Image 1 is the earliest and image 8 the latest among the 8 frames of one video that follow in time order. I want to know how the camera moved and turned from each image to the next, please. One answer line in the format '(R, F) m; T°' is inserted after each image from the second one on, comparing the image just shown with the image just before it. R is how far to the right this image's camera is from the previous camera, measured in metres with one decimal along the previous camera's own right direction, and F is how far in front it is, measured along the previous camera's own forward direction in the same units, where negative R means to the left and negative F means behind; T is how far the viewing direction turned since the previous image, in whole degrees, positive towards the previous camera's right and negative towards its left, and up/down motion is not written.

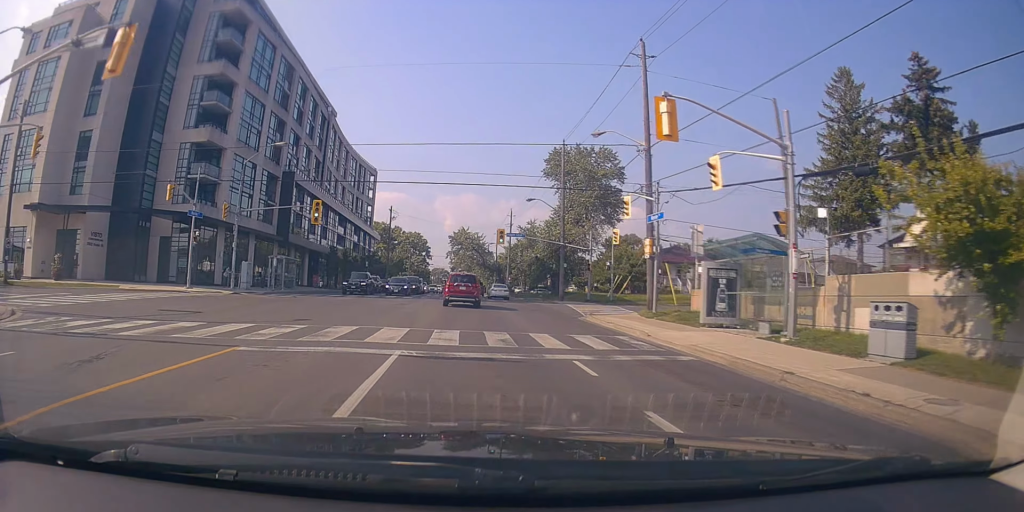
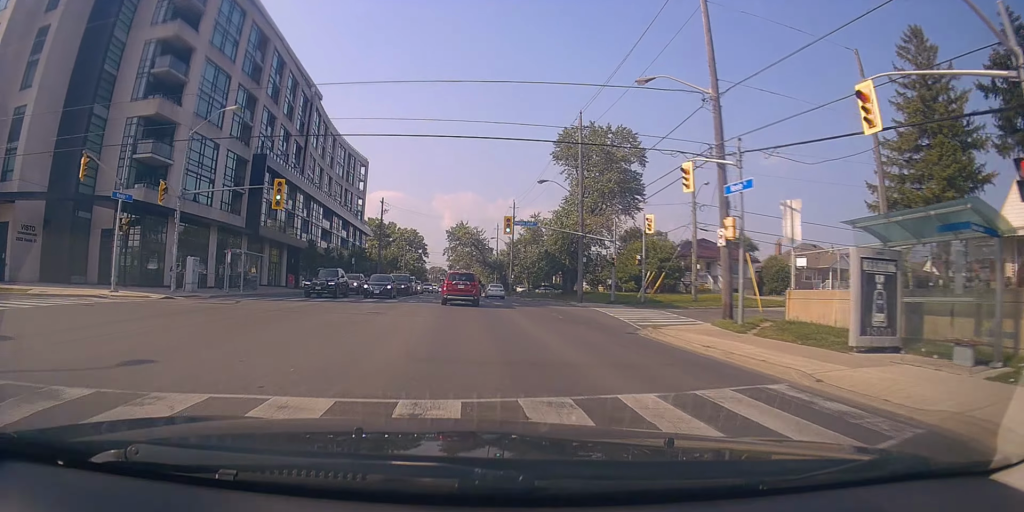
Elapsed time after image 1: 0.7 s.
(+0.4, +8.6) m; +2°
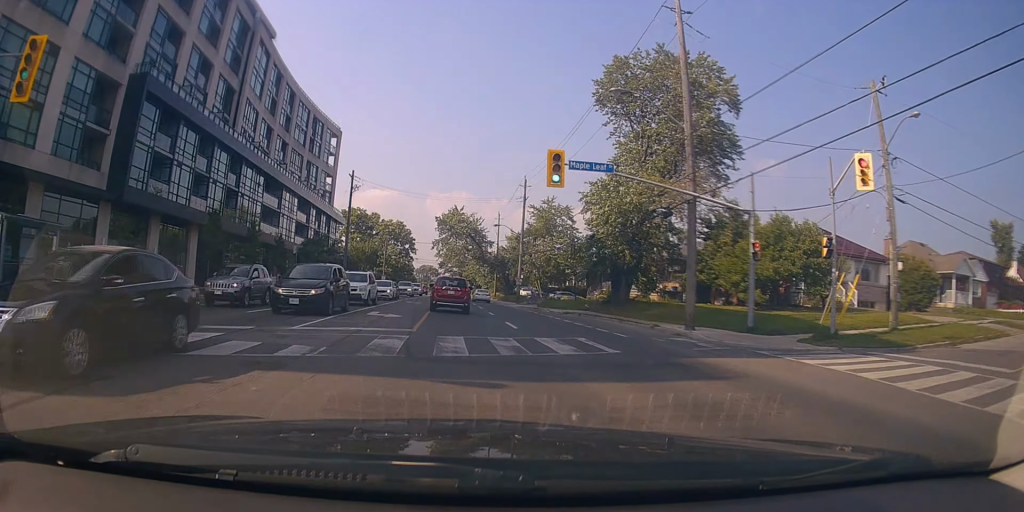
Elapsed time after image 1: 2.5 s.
(-0.1, +21.4) m; -2°
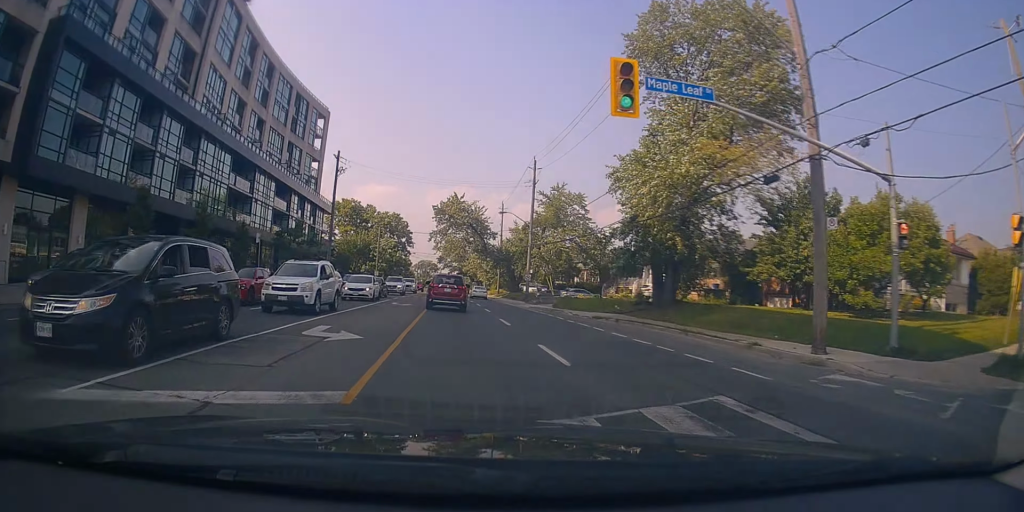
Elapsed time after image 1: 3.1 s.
(-0.1, +8.5) m; -1°
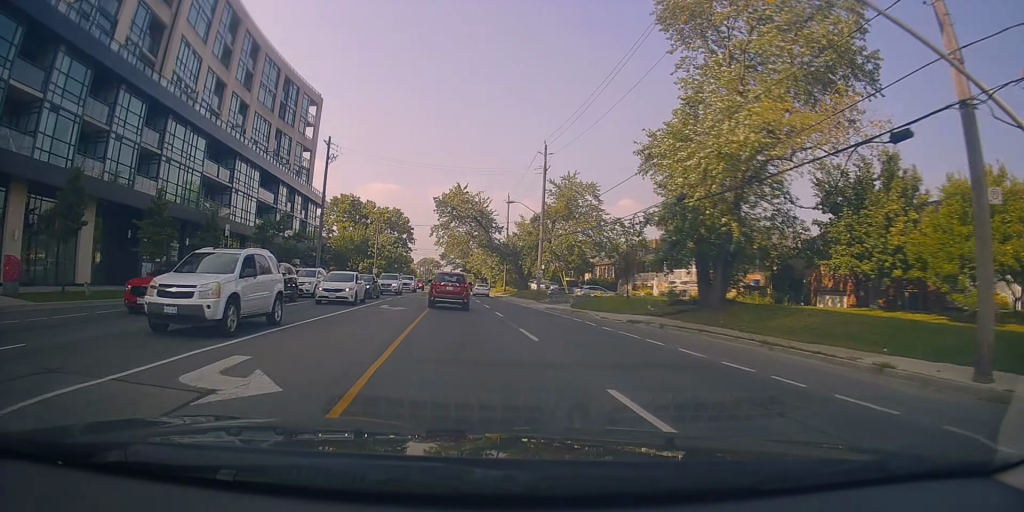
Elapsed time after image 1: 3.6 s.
(-0.1, +5.5) m; +1°
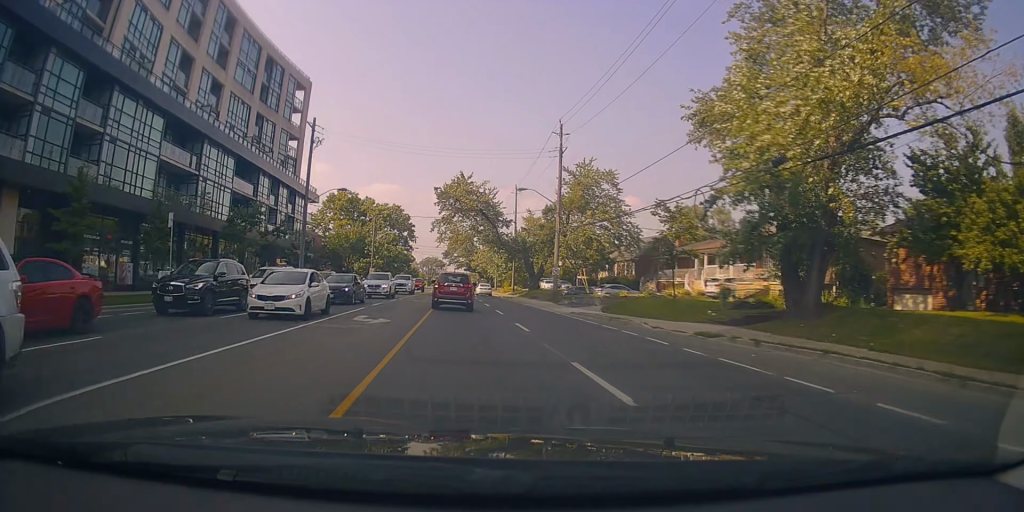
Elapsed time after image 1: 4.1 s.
(0.0, +6.8) m; +1°
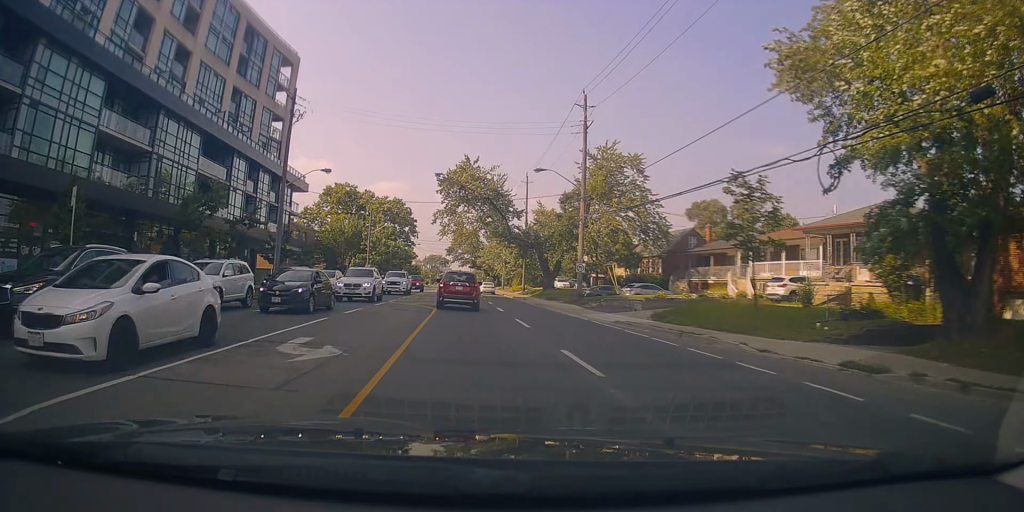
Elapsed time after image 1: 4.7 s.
(+0.2, +7.3) m; 0°
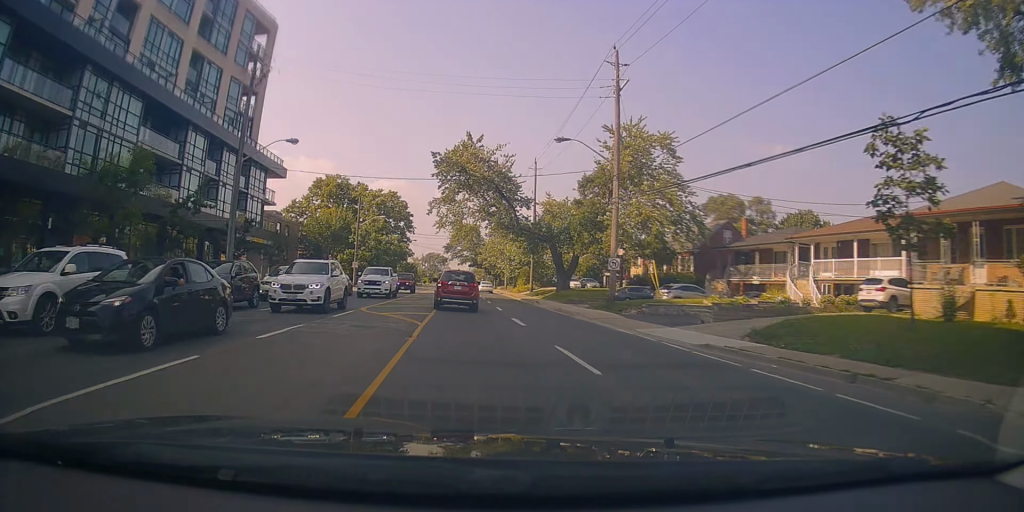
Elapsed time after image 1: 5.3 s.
(0.0, +8.2) m; 0°
